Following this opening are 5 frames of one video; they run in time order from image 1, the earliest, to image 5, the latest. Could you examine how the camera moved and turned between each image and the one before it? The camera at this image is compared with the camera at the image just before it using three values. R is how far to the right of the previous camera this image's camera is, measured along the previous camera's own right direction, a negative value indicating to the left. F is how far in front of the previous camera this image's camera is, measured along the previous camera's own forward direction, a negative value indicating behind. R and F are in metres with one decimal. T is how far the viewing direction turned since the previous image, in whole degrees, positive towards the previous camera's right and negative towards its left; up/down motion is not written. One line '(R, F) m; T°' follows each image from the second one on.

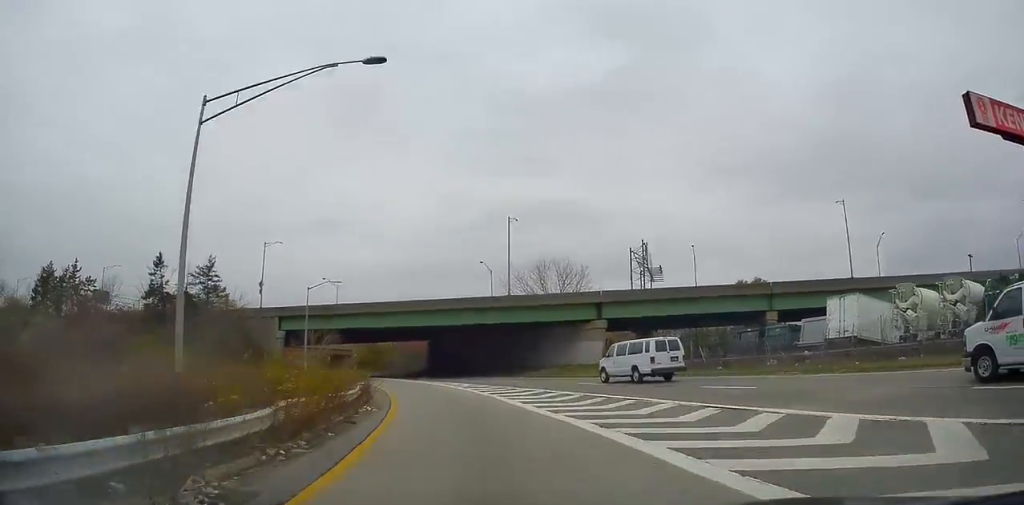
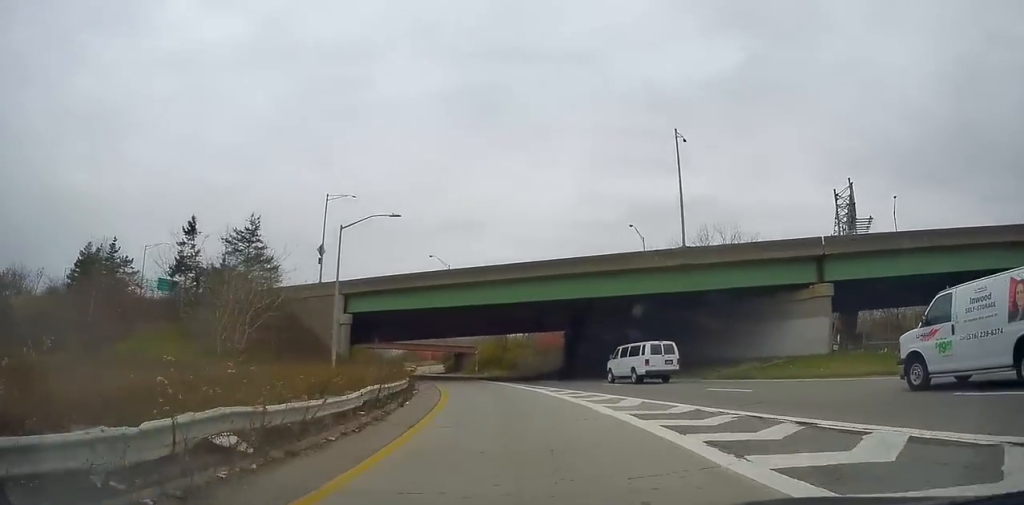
(-3.1, +24.7) m; -14°
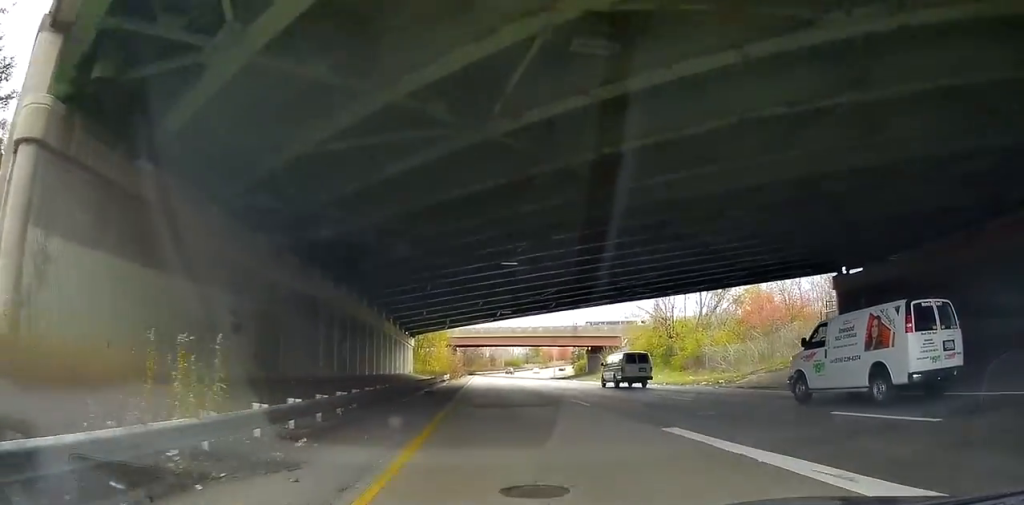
(-9.4, +43.2) m; -22°
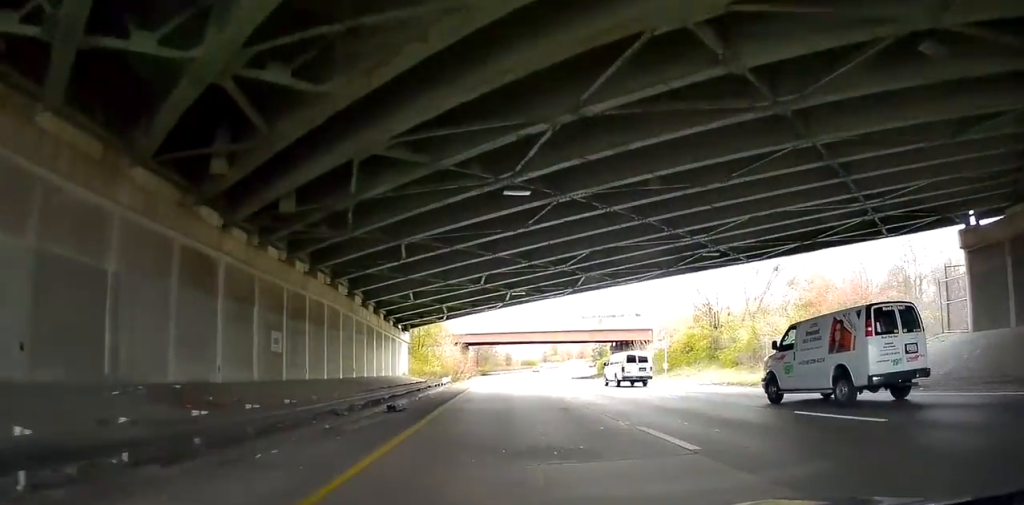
(-0.4, +10.3) m; -2°
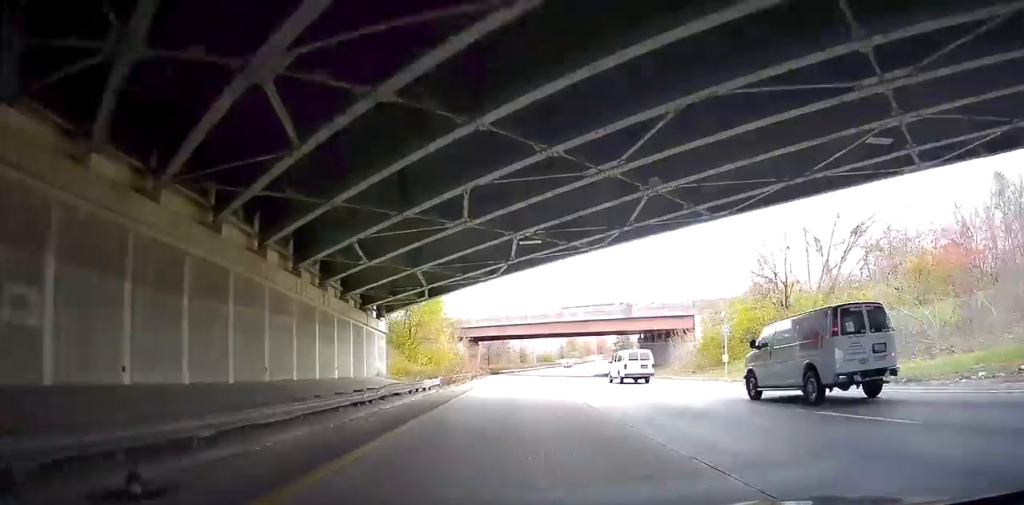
(-0.5, +12.4) m; -1°
